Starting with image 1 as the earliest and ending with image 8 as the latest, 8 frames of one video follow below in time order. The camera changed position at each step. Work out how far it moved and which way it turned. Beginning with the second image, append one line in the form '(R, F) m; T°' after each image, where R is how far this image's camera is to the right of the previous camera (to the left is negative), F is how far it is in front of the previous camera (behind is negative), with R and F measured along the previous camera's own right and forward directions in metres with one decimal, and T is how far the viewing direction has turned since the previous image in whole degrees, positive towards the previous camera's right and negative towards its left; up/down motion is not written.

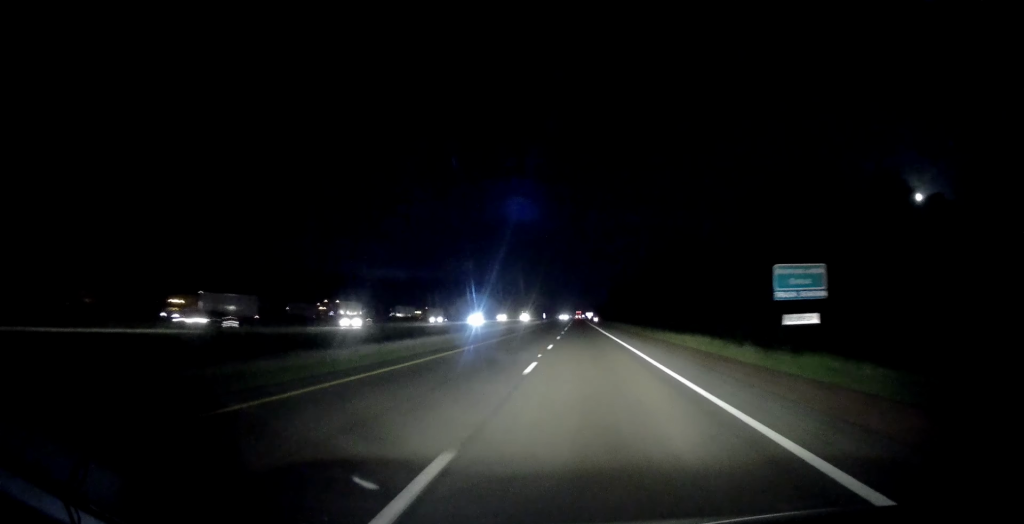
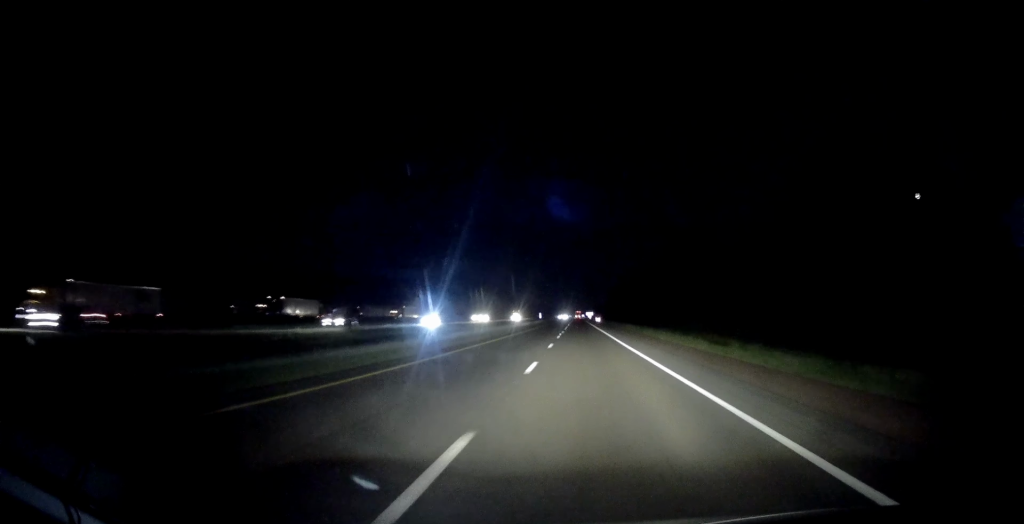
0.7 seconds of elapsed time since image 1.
(+0.4, +22.8) m; +1°
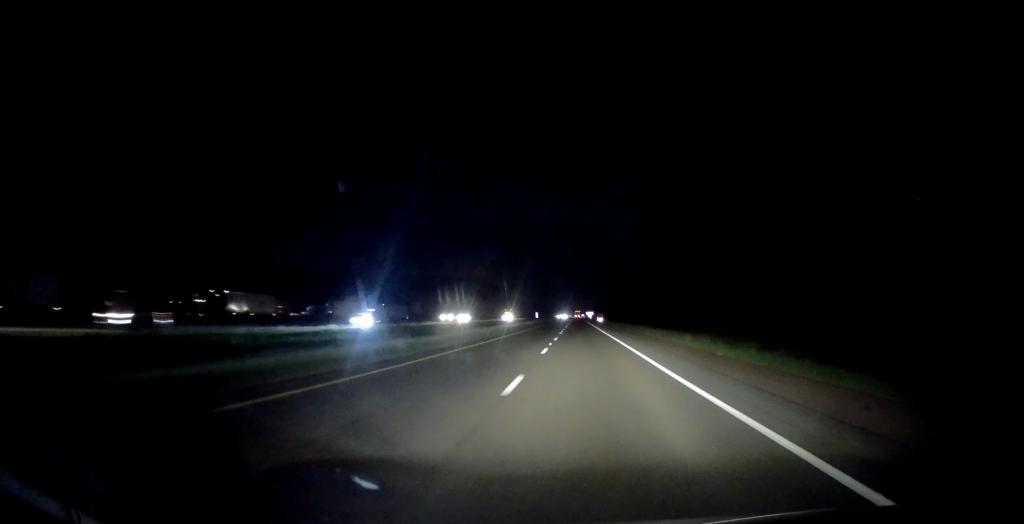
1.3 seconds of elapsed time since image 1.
(+0.1, +17.6) m; 0°
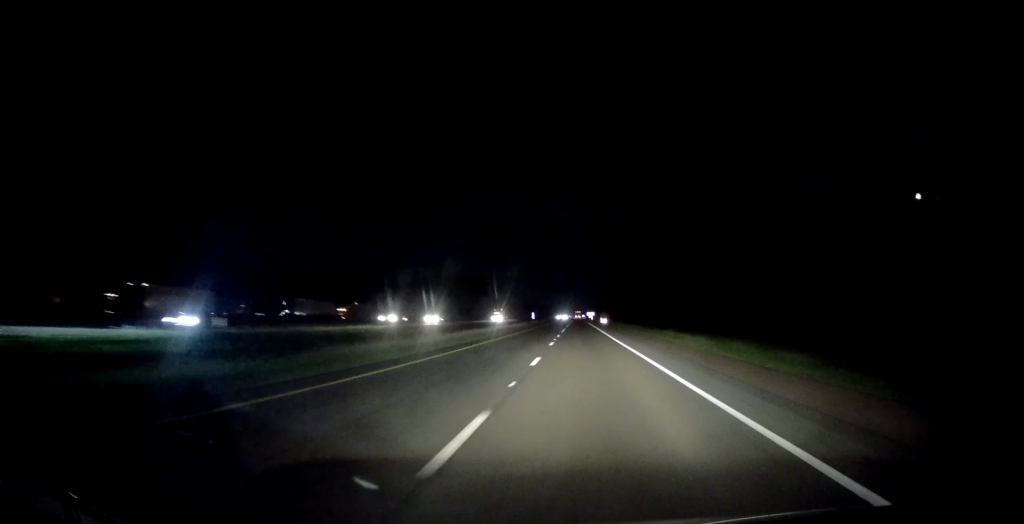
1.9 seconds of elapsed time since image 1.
(-0.1, +17.5) m; 0°
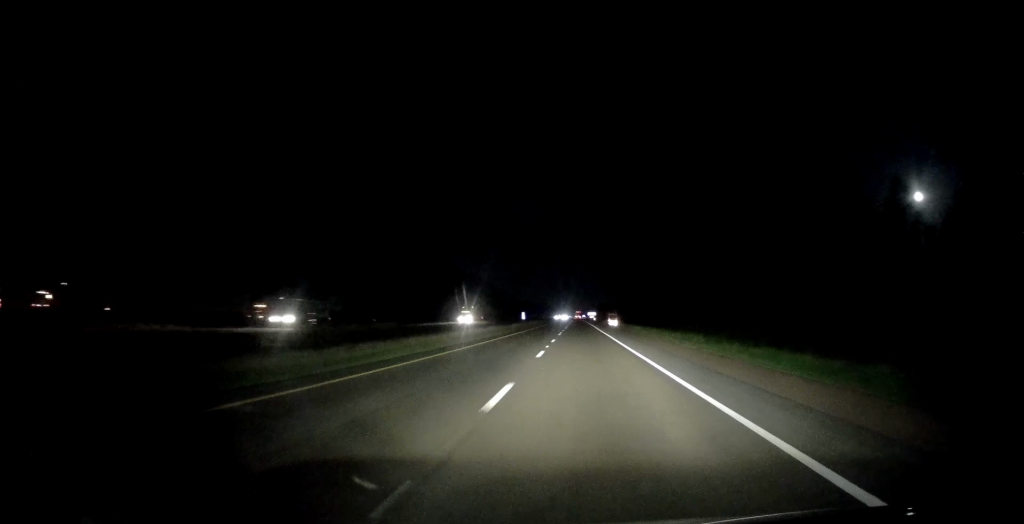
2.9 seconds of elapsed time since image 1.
(+0.1, +32.1) m; 0°
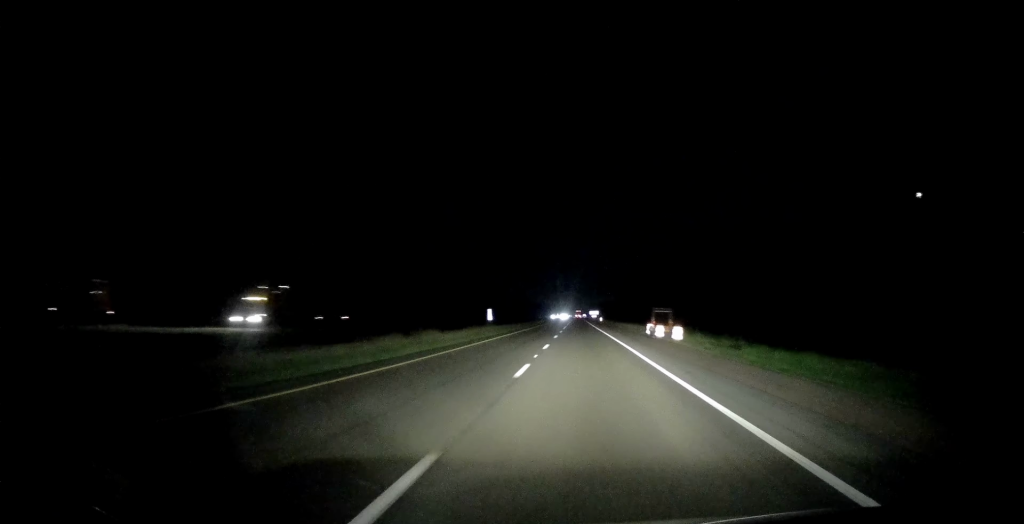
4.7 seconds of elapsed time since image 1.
(-0.4, +55.1) m; 0°
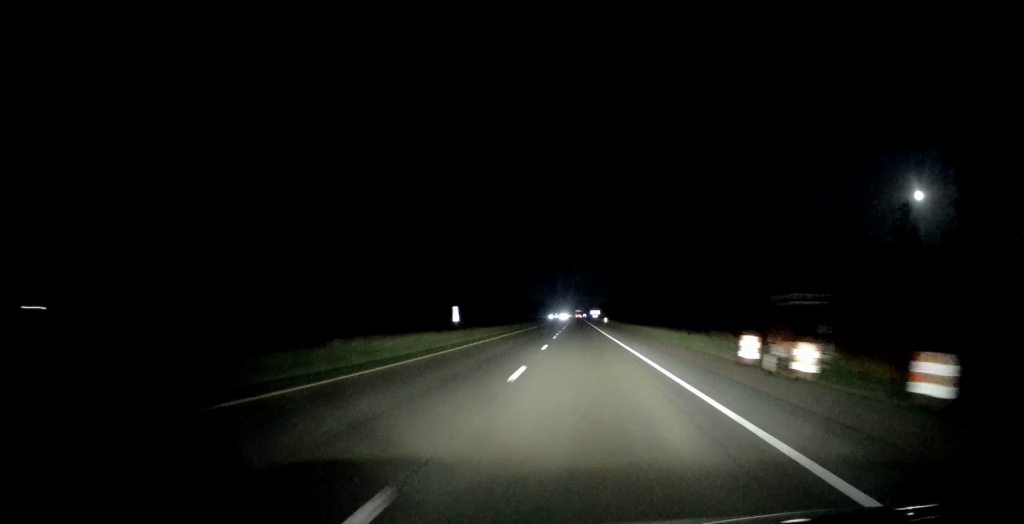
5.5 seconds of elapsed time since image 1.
(-0.1, +25.1) m; 0°
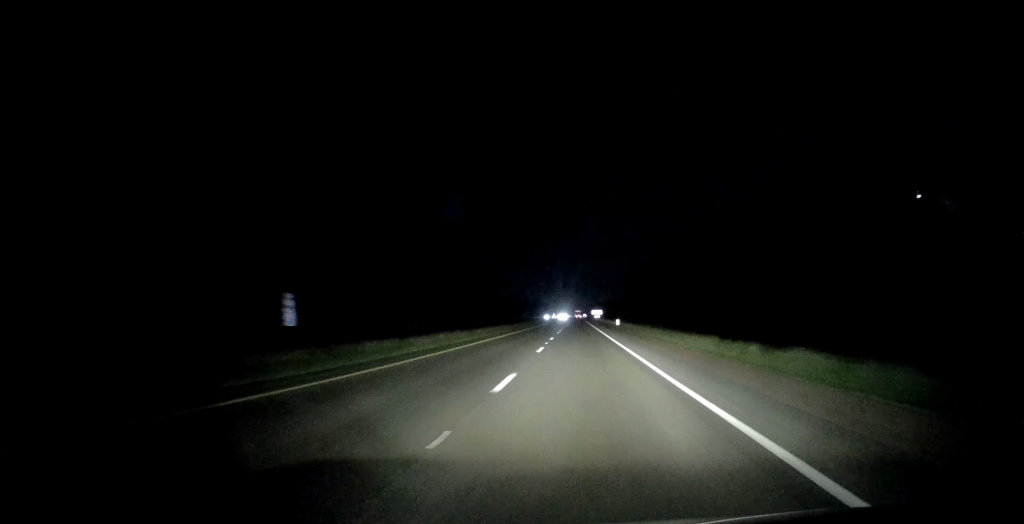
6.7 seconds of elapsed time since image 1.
(+0.3, +38.9) m; +1°
